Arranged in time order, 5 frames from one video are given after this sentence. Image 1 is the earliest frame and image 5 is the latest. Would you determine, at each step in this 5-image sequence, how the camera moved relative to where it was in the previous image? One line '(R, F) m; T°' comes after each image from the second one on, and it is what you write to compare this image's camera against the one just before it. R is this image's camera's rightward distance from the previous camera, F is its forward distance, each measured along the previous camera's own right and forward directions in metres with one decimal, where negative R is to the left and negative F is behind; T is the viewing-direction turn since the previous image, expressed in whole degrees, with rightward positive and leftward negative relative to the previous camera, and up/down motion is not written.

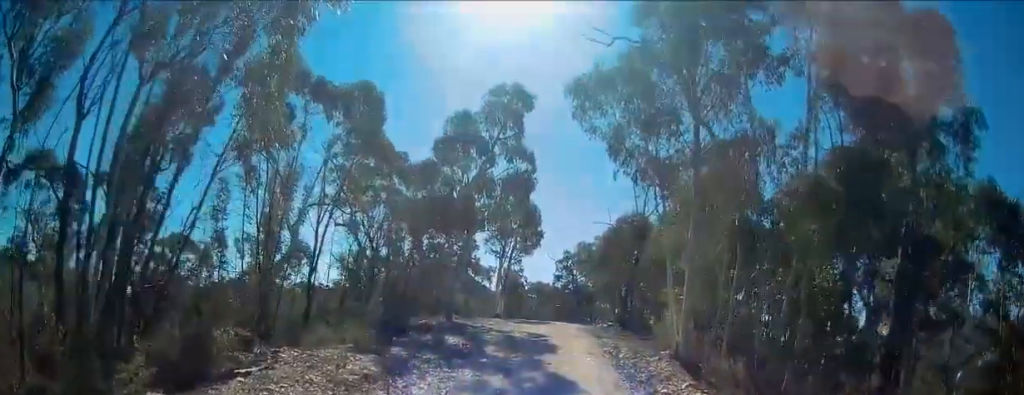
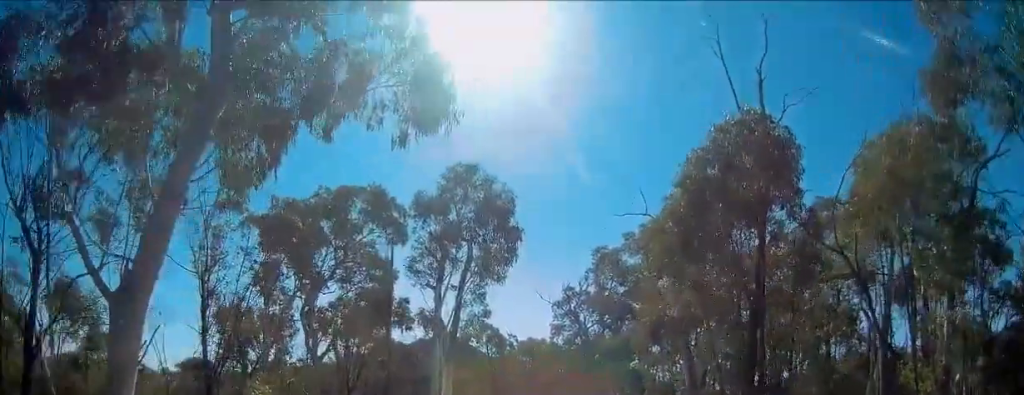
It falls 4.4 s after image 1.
(+2.2, +22.5) m; +4°
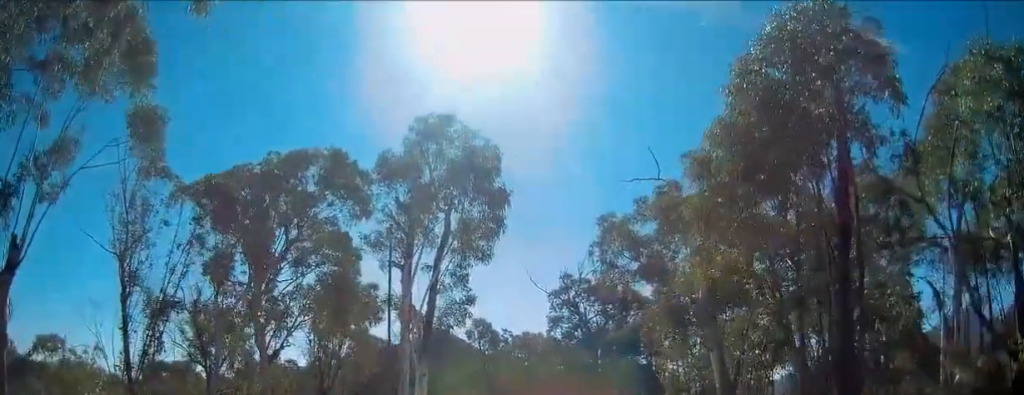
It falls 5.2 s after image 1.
(0.0, +4.5) m; 0°
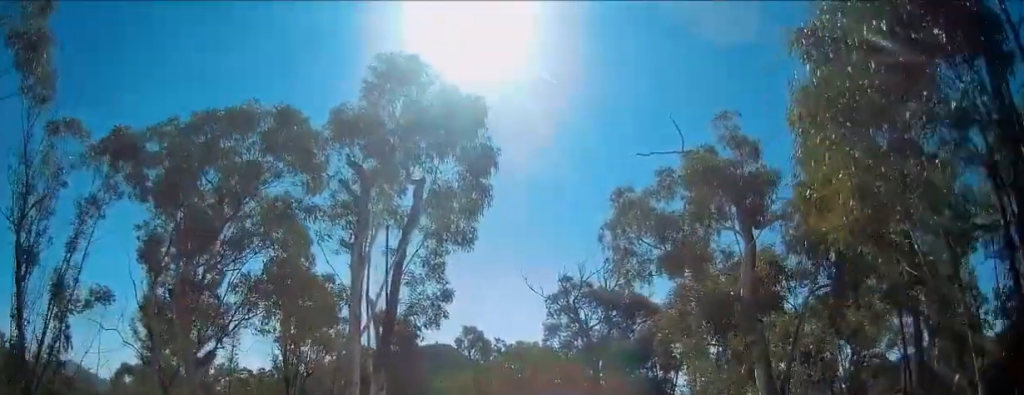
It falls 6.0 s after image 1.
(0.0, +4.4) m; 0°
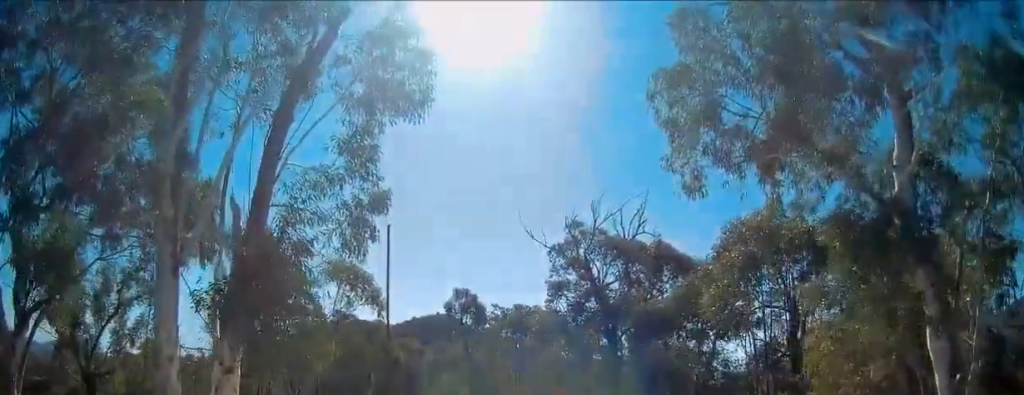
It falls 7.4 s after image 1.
(+0.1, +7.6) m; -4°
